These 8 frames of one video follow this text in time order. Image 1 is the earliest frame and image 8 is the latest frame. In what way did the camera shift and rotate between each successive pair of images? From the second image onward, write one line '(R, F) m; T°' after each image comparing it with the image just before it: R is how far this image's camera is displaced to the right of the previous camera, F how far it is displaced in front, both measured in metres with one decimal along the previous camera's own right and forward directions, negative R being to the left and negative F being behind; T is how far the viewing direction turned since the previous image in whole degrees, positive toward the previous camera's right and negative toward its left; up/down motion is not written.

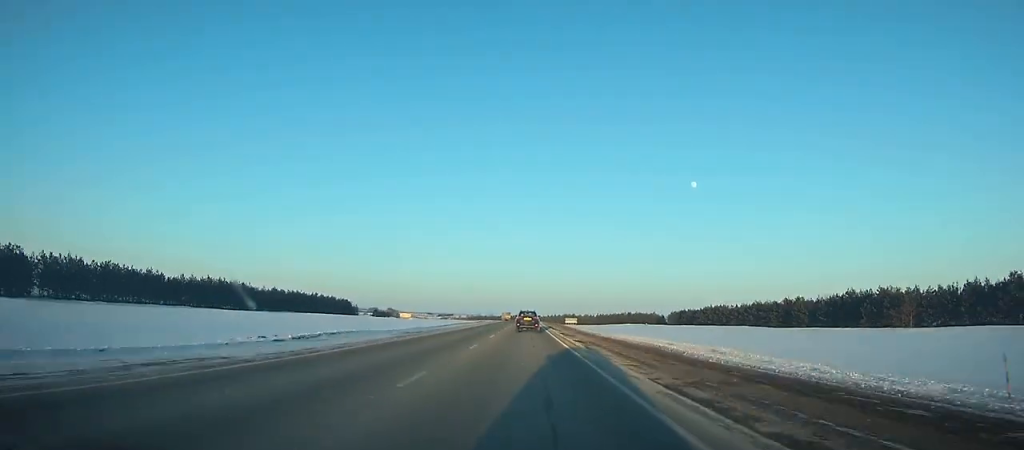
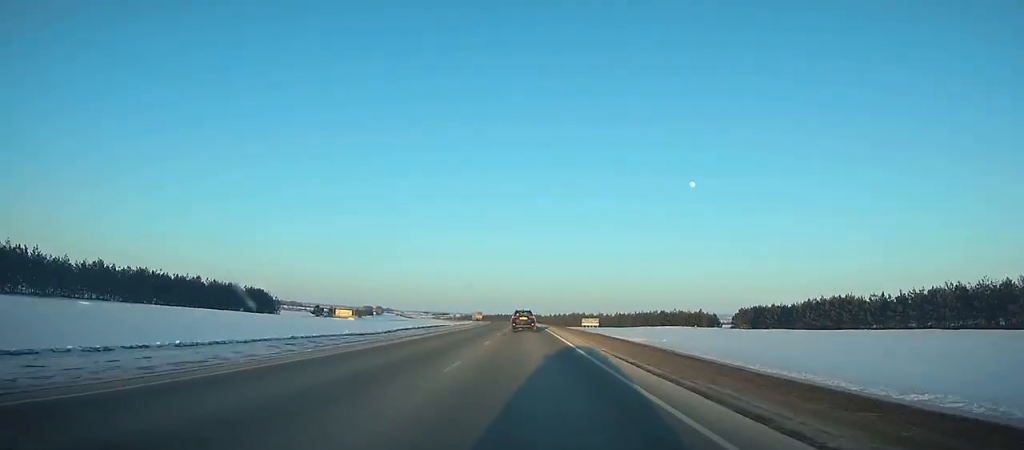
(-0.1, +80.8) m; 0°
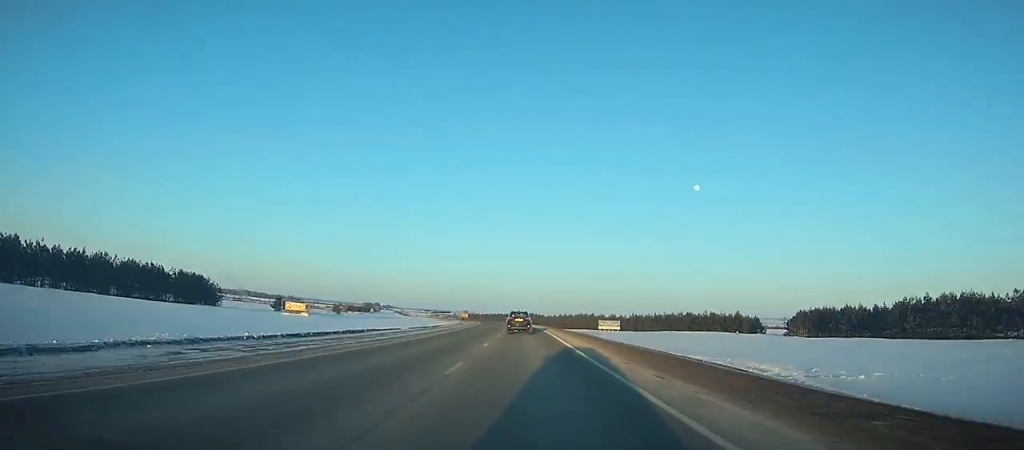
(+0.1, +35.1) m; 0°
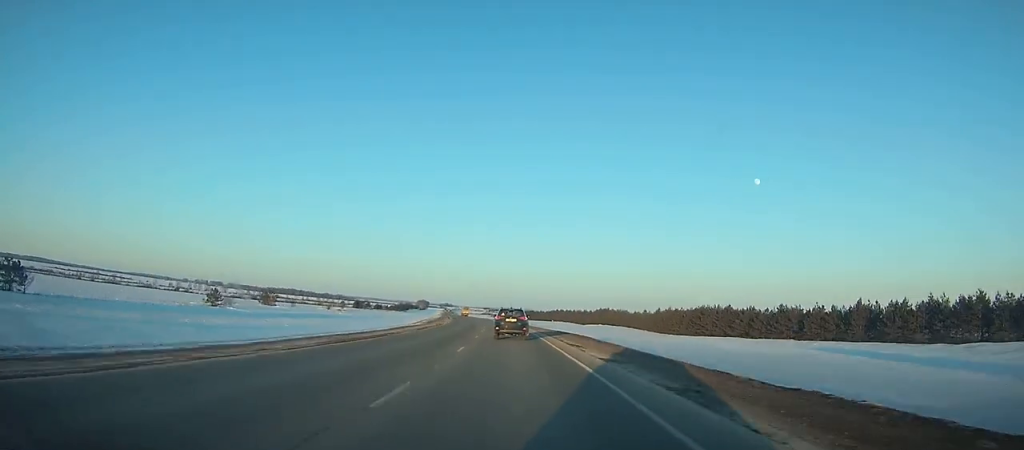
(-4.0, +136.0) m; -5°
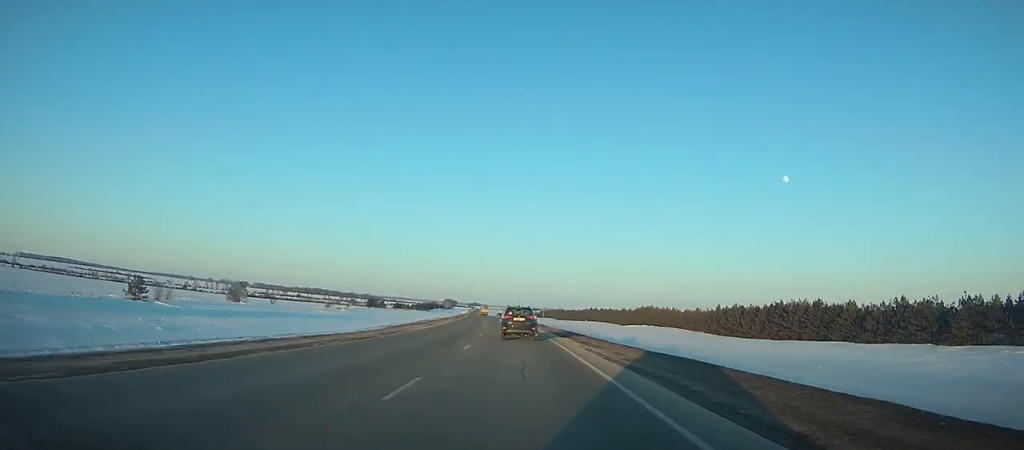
(0.0, +36.8) m; -2°
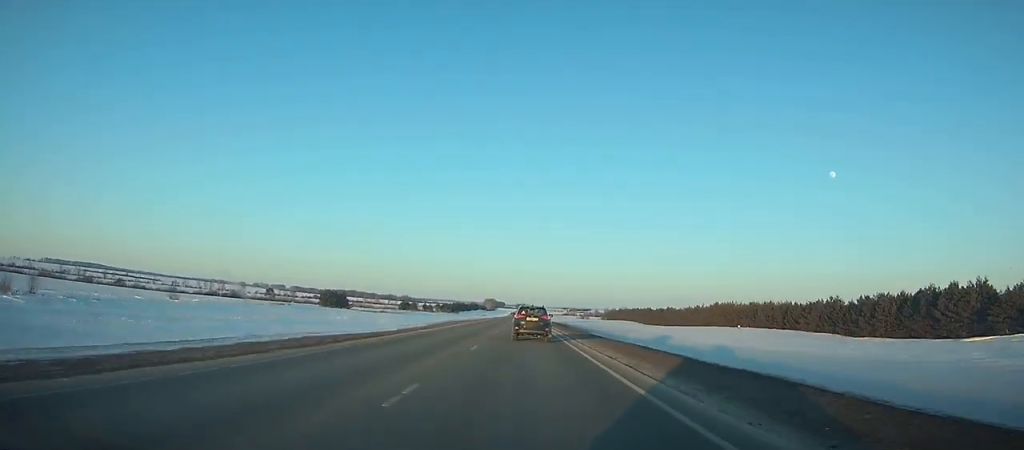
(-11.0, +158.7) m; -5°
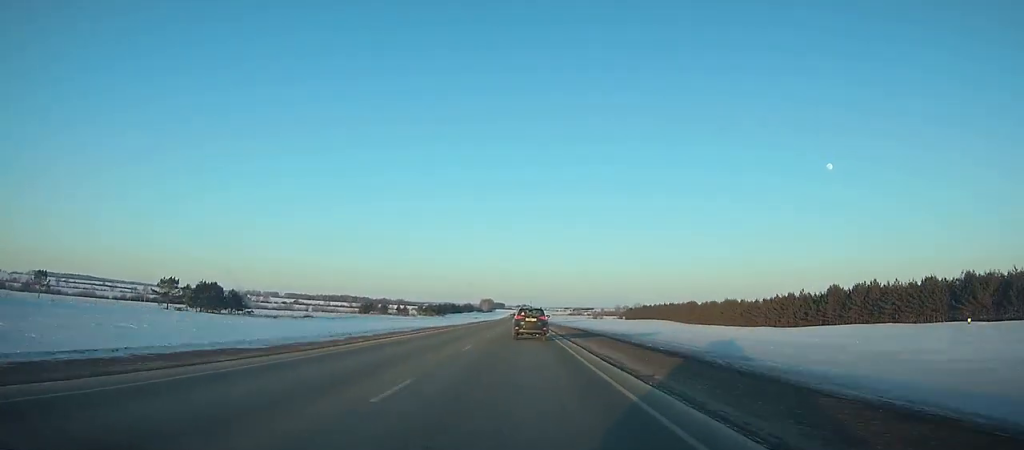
(-0.8, +83.9) m; -1°
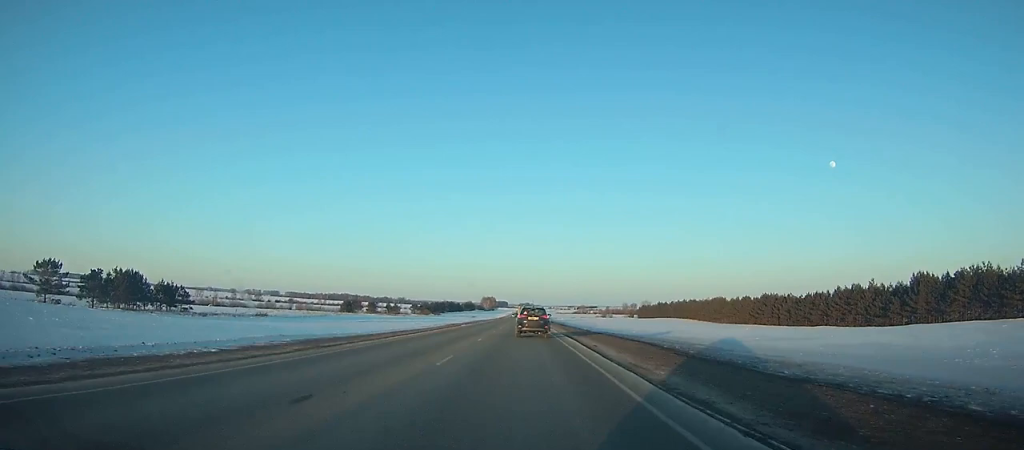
(-0.1, +30.5) m; 0°
